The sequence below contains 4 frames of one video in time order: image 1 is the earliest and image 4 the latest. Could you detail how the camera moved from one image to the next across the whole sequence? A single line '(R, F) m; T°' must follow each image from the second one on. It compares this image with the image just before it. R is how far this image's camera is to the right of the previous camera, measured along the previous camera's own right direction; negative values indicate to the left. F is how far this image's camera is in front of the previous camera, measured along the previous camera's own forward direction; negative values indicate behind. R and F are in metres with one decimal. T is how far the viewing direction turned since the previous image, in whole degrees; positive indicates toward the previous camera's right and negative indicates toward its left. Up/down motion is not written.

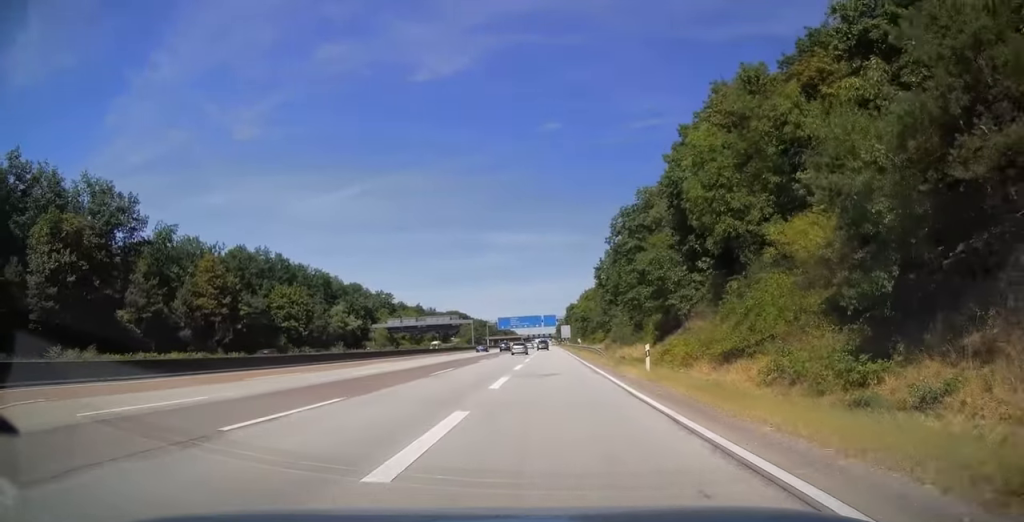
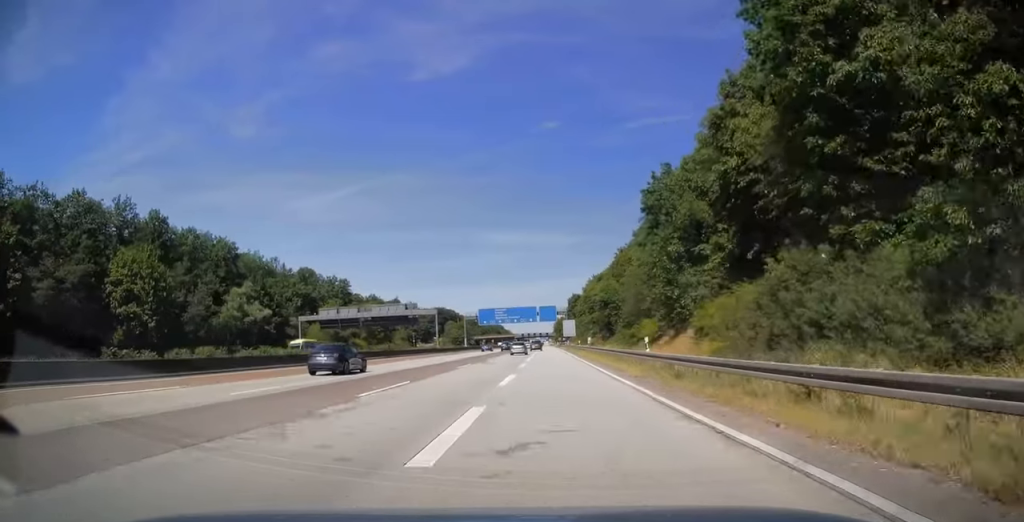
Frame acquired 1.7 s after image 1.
(-0.3, +47.4) m; 0°
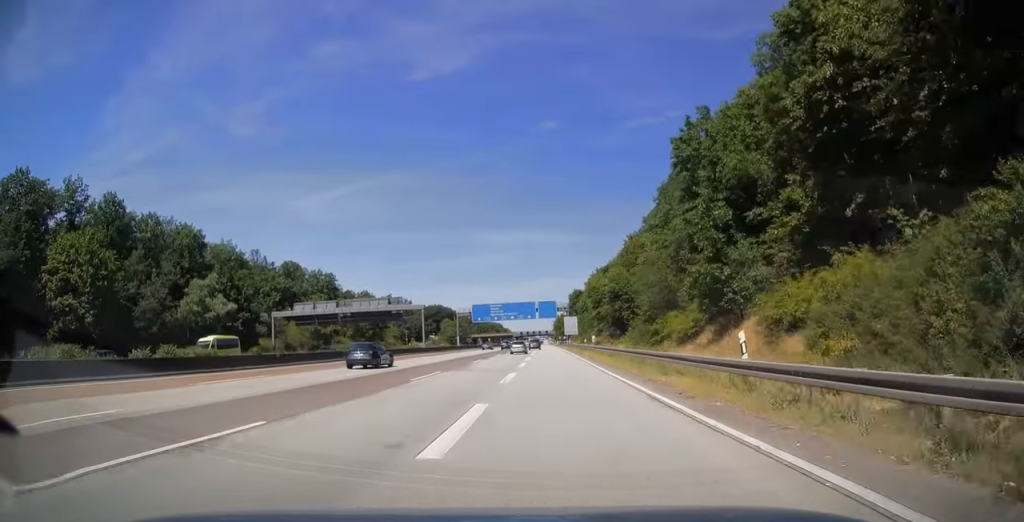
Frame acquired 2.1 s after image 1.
(0.0, +11.5) m; 0°
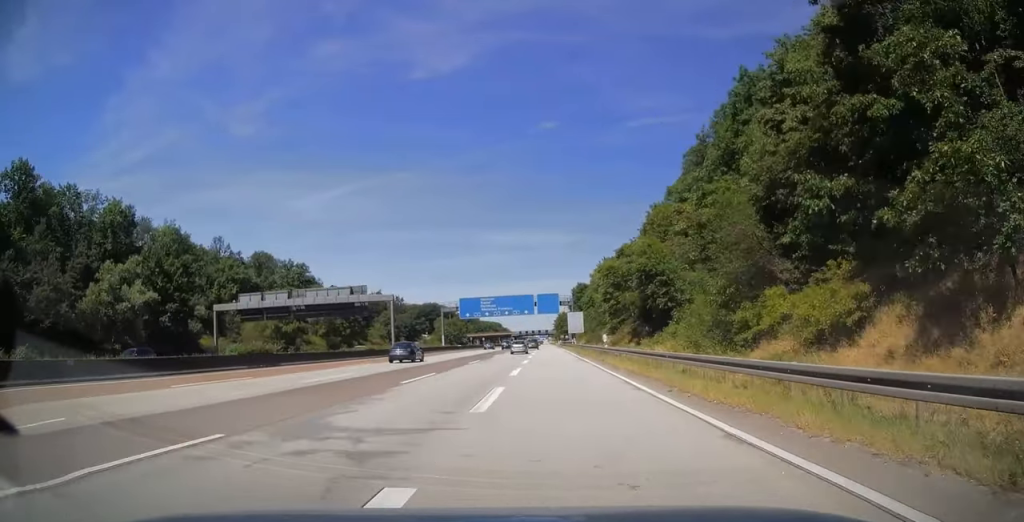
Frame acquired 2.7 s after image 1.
(+0.2, +19.5) m; 0°
